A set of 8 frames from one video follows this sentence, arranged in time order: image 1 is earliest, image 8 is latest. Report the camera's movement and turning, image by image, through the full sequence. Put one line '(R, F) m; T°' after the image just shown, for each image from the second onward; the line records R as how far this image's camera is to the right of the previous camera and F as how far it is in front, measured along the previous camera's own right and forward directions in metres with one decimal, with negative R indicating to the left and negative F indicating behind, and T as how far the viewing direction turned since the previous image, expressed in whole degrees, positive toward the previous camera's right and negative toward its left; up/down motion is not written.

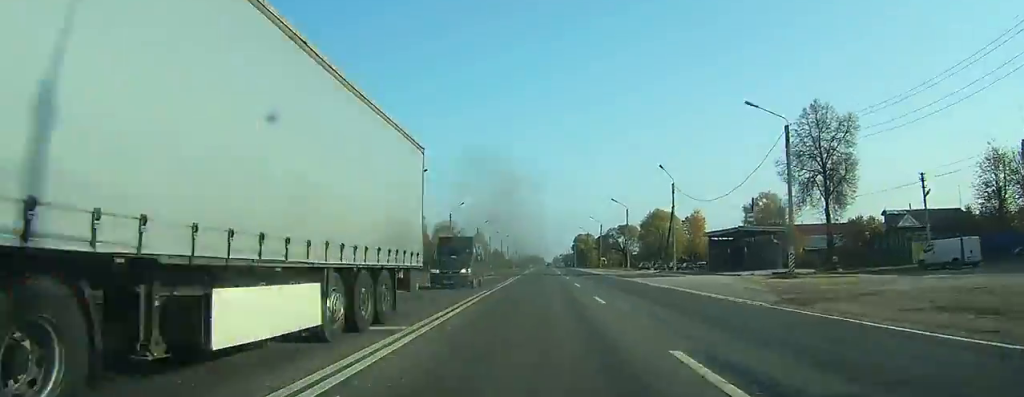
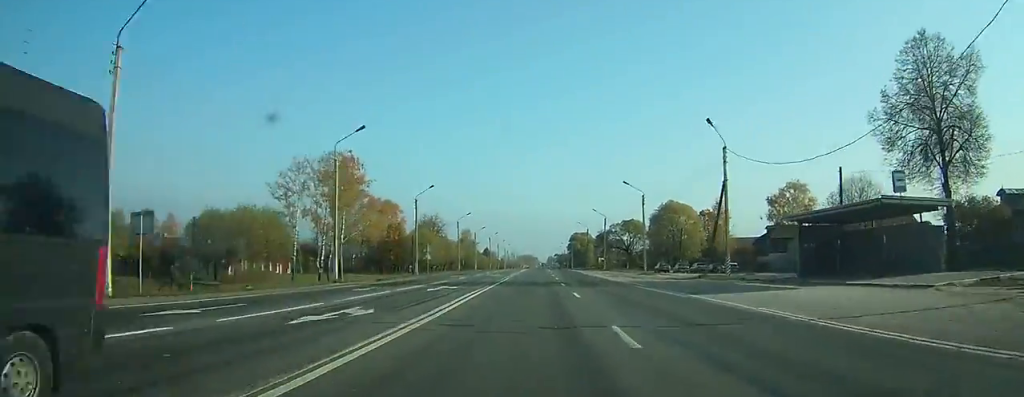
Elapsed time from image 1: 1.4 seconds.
(0.0, +19.2) m; 0°
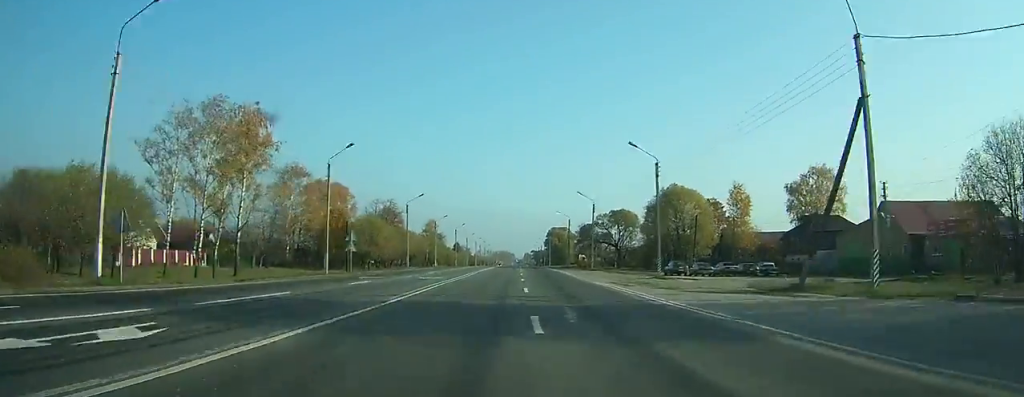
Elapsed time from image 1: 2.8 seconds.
(0.0, +21.1) m; +1°
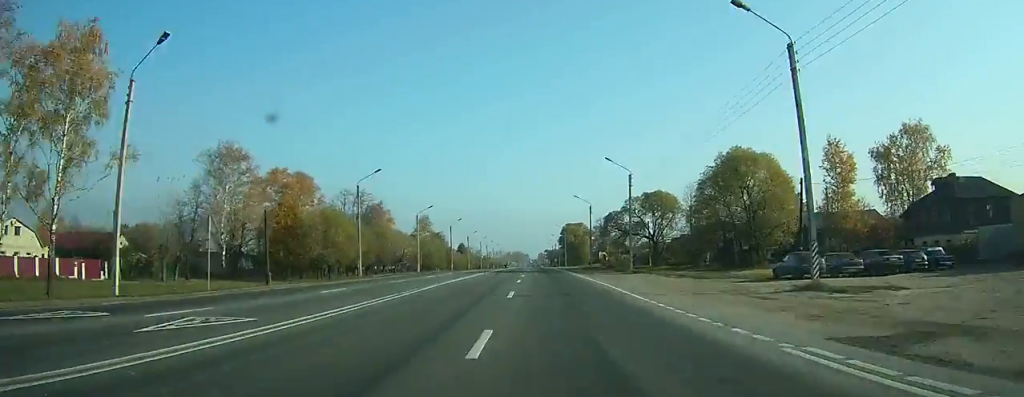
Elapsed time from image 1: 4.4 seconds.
(+0.3, +26.6) m; 0°
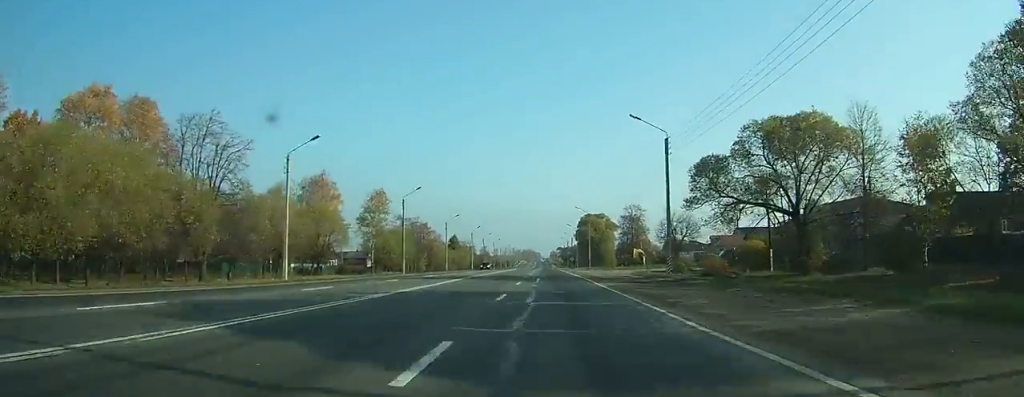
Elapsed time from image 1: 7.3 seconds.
(-0.4, +51.4) m; -1°
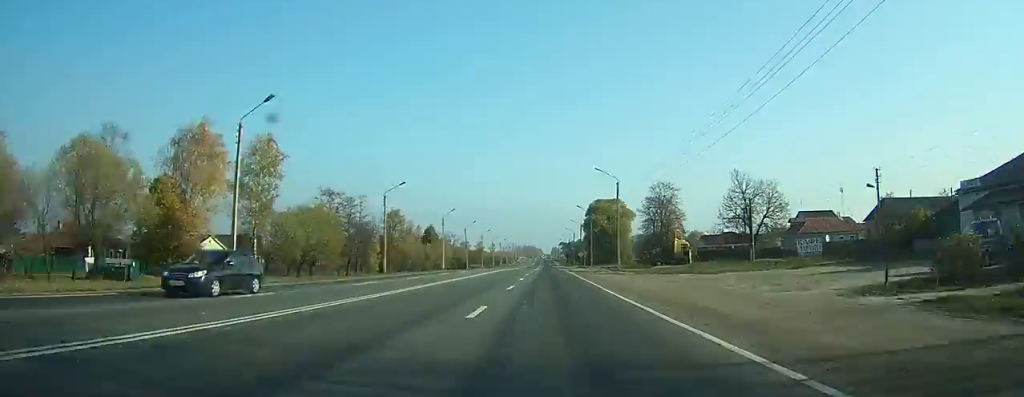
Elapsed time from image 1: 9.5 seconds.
(-0.1, +42.9) m; 0°
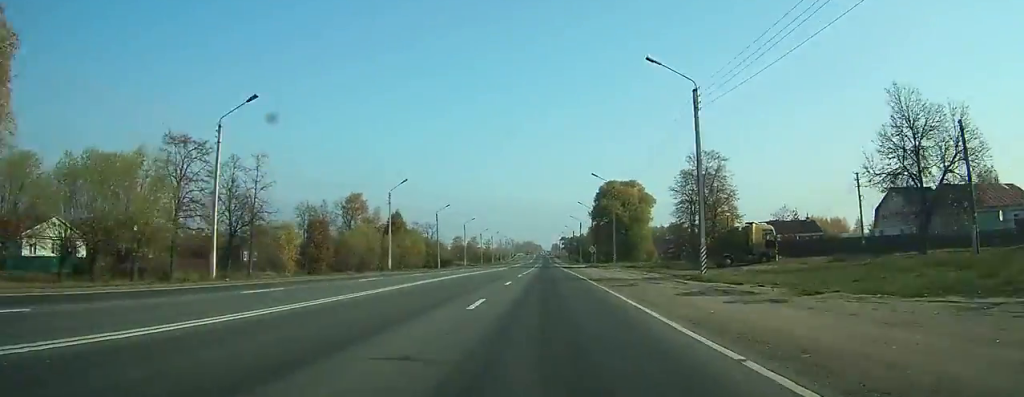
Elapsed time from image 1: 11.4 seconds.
(0.0, +36.5) m; 0°
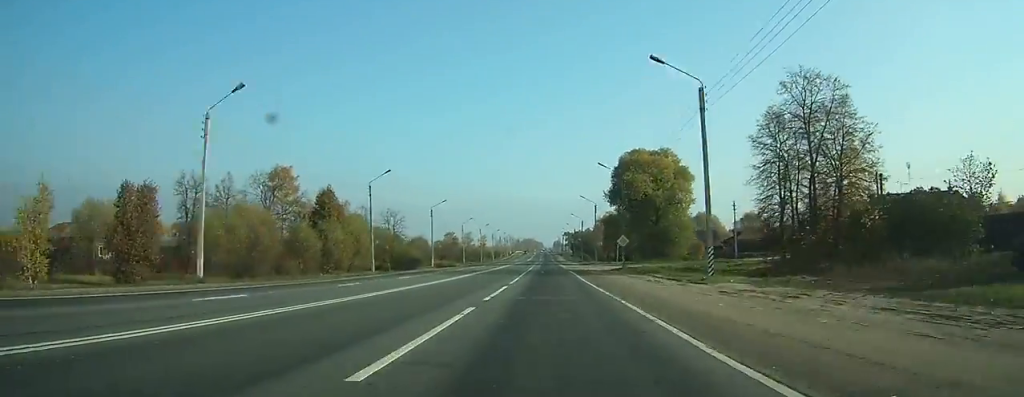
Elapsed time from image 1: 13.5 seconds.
(-0.3, +40.8) m; -1°
